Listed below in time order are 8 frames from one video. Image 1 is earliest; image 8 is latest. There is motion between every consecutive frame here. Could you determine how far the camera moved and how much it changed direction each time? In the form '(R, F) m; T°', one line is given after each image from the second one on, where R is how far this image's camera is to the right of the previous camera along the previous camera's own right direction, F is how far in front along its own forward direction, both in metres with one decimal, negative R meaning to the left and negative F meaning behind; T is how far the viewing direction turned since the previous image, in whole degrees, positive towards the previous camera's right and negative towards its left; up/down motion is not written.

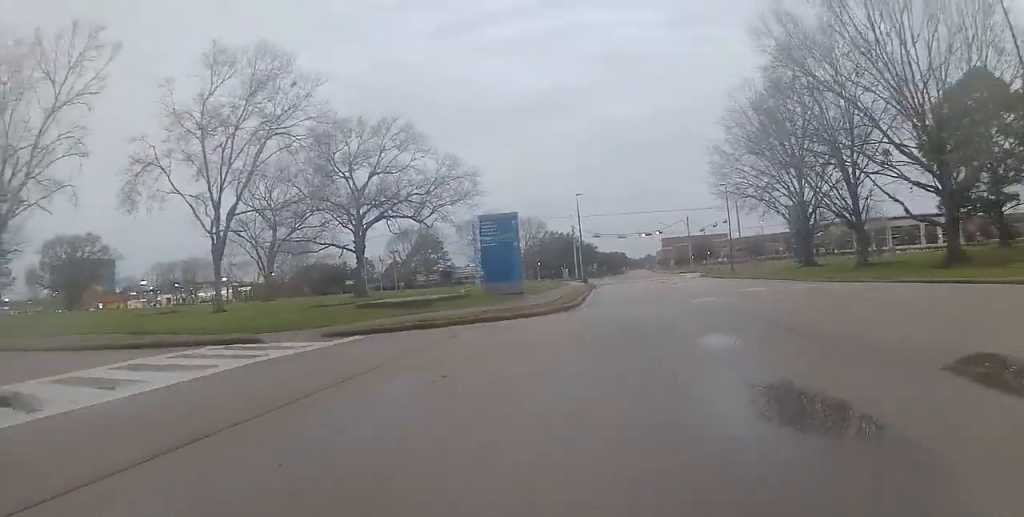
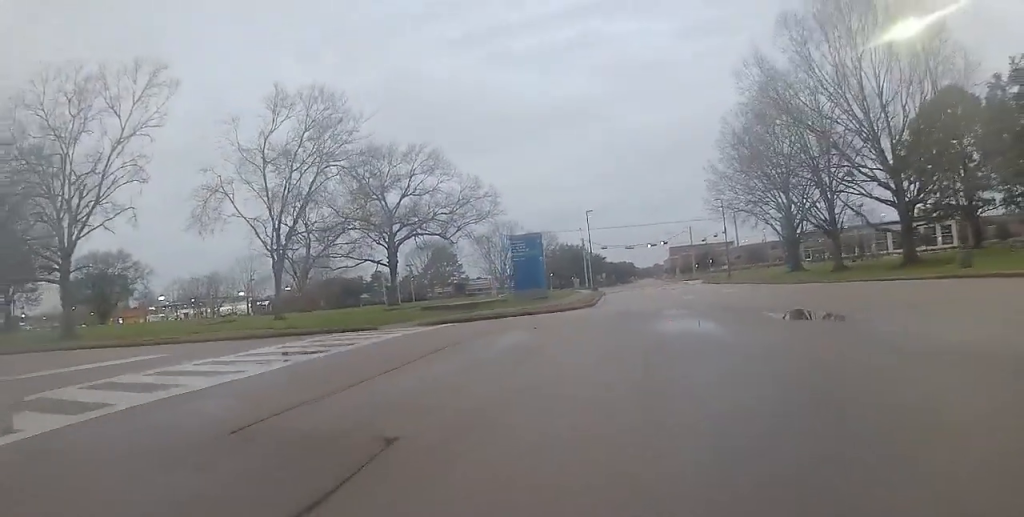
(+0.4, +4.9) m; +1°
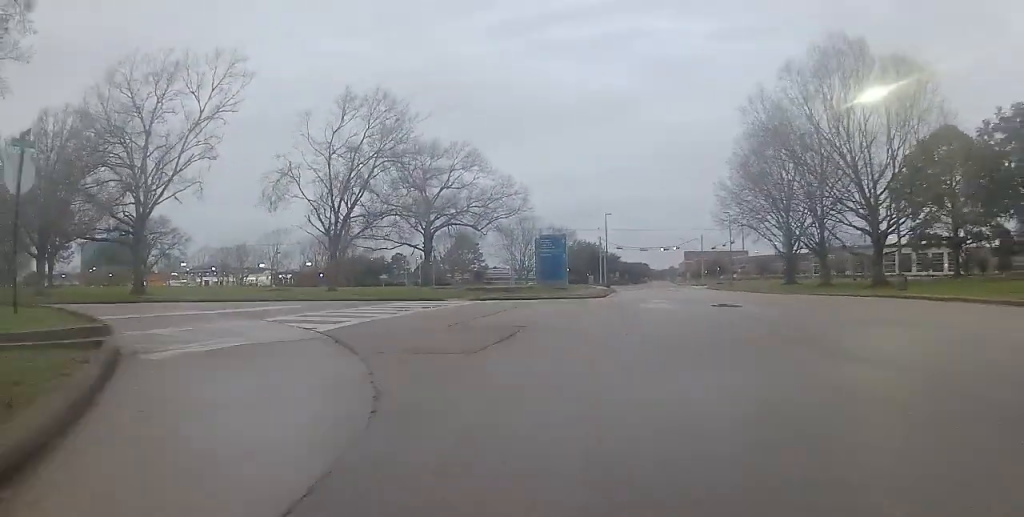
(-0.3, +5.2) m; -5°
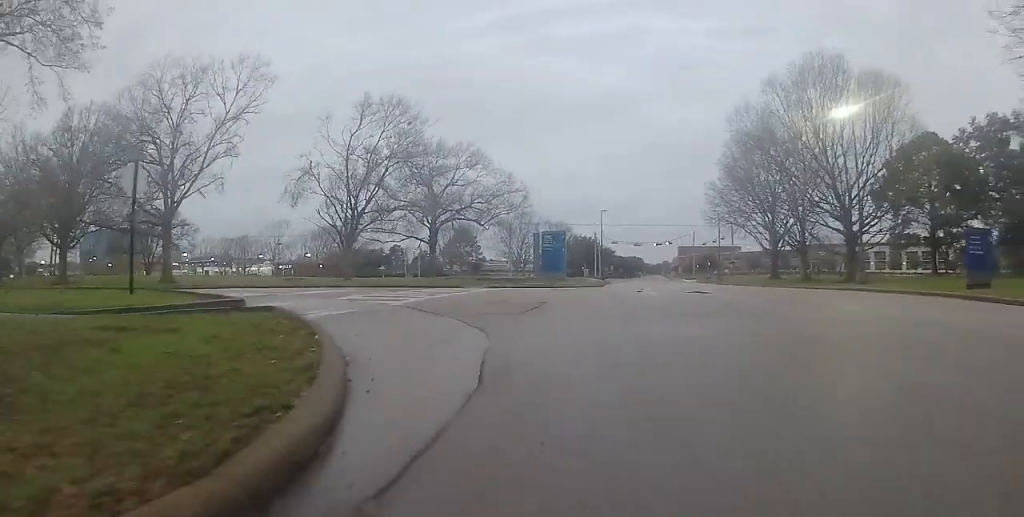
(-0.1, +3.7) m; -1°
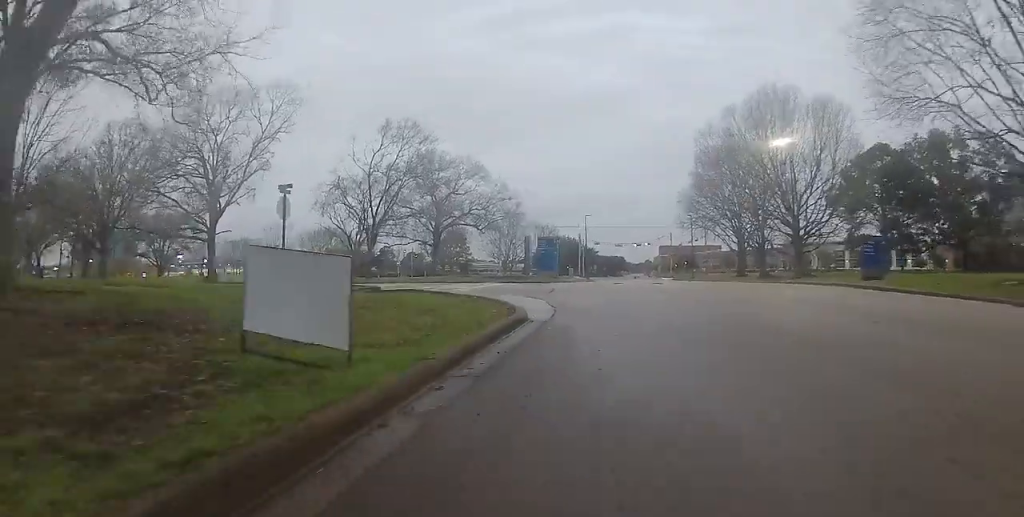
(0.0, +8.0) m; +1°
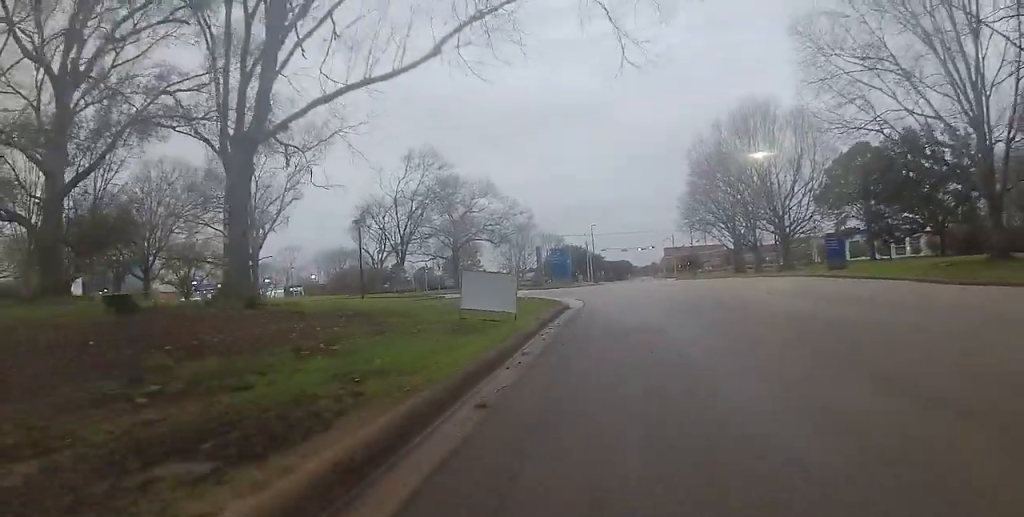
(+0.1, +5.7) m; +1°
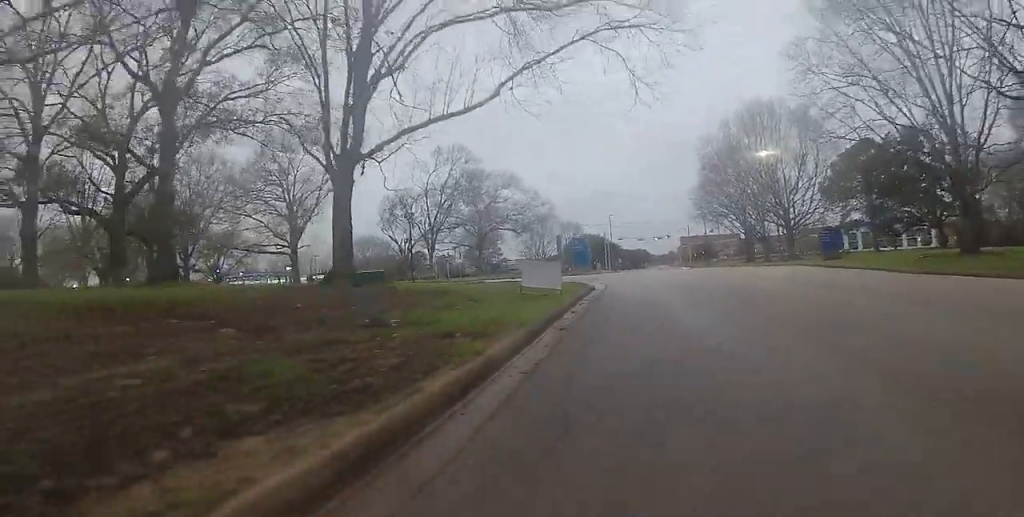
(0.0, +4.0) m; 0°
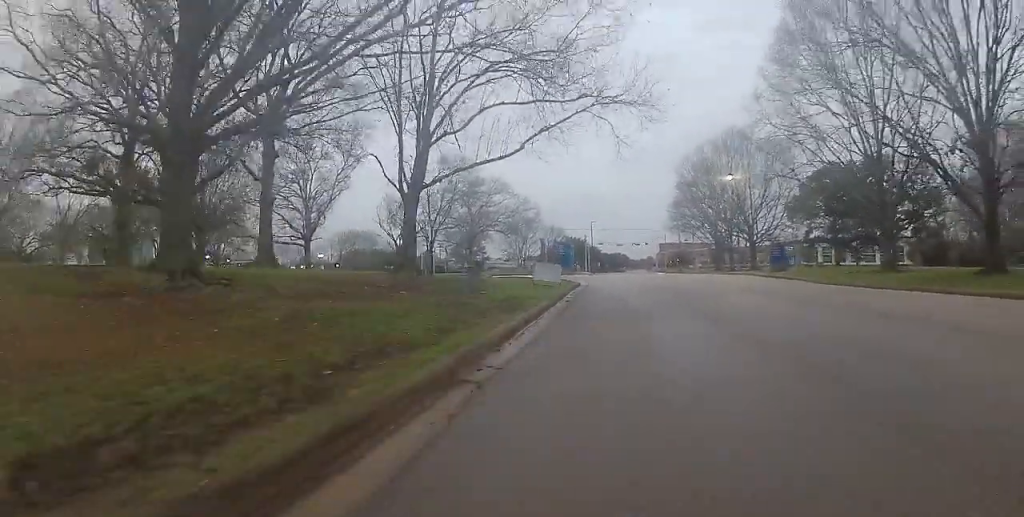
(0.0, +7.1) m; 0°
